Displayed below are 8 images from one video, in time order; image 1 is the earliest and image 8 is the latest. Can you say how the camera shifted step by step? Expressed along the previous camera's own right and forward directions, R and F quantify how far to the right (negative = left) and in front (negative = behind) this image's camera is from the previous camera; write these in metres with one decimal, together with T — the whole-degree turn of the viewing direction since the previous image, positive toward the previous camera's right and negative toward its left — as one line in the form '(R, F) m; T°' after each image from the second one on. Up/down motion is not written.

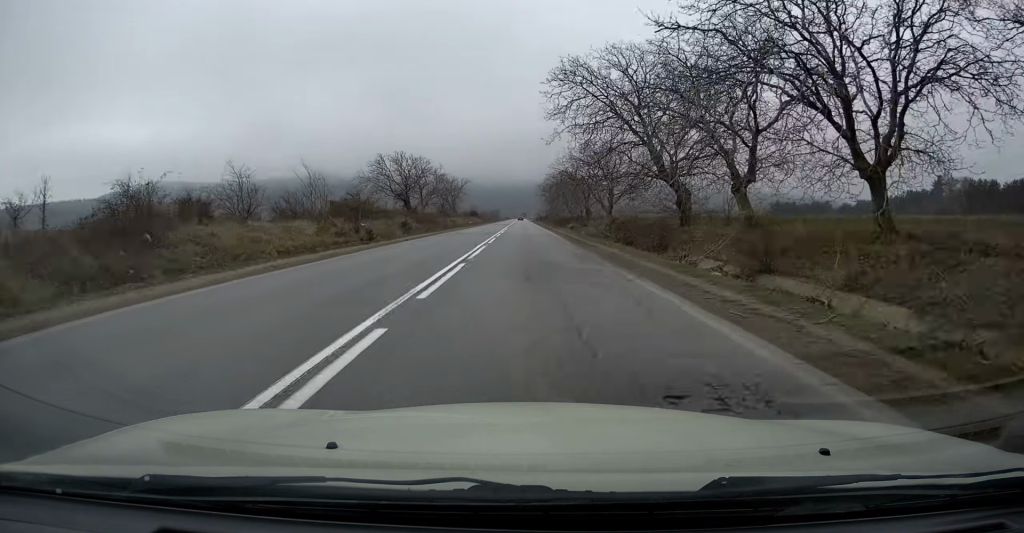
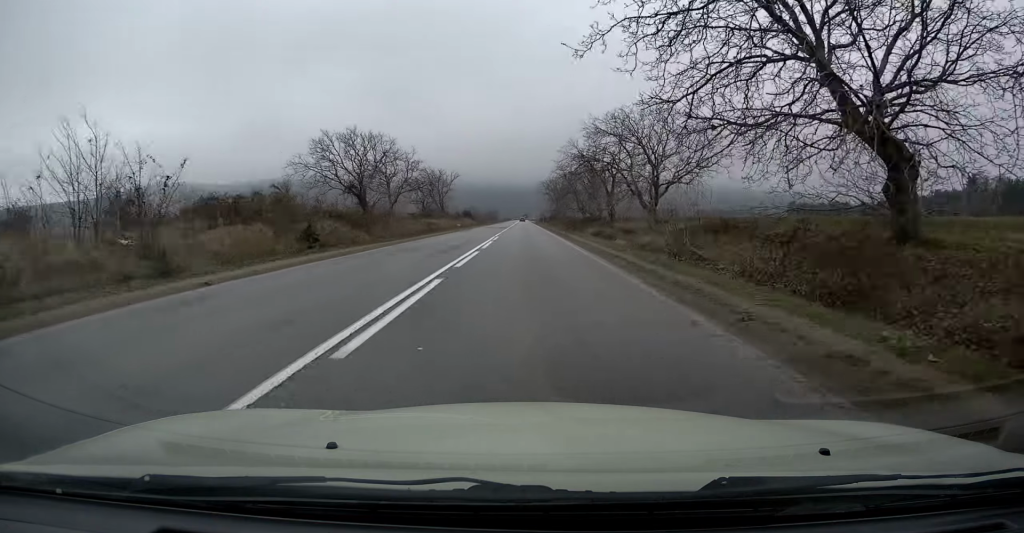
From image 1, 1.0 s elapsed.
(-0.1, +21.5) m; -1°
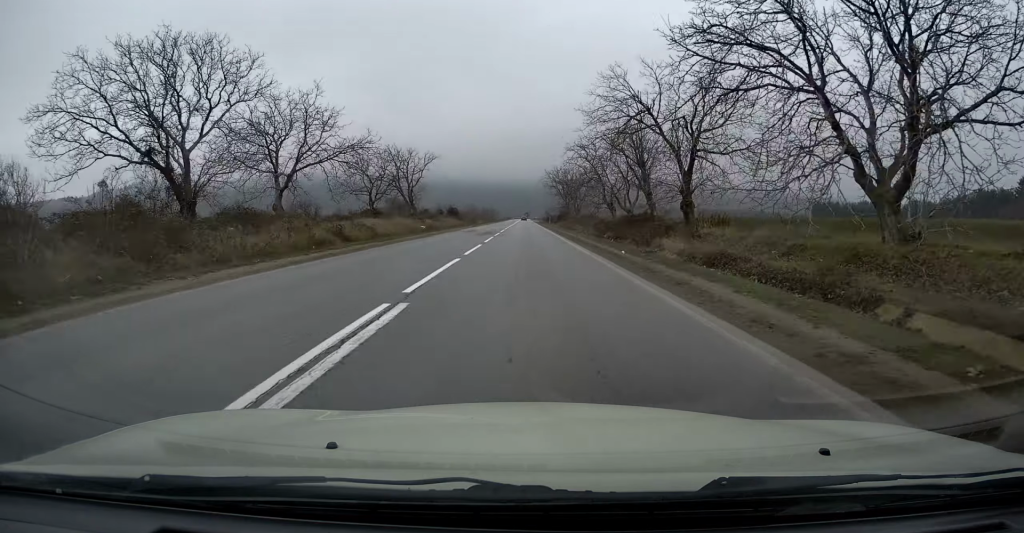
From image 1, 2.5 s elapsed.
(0.0, +29.9) m; +1°
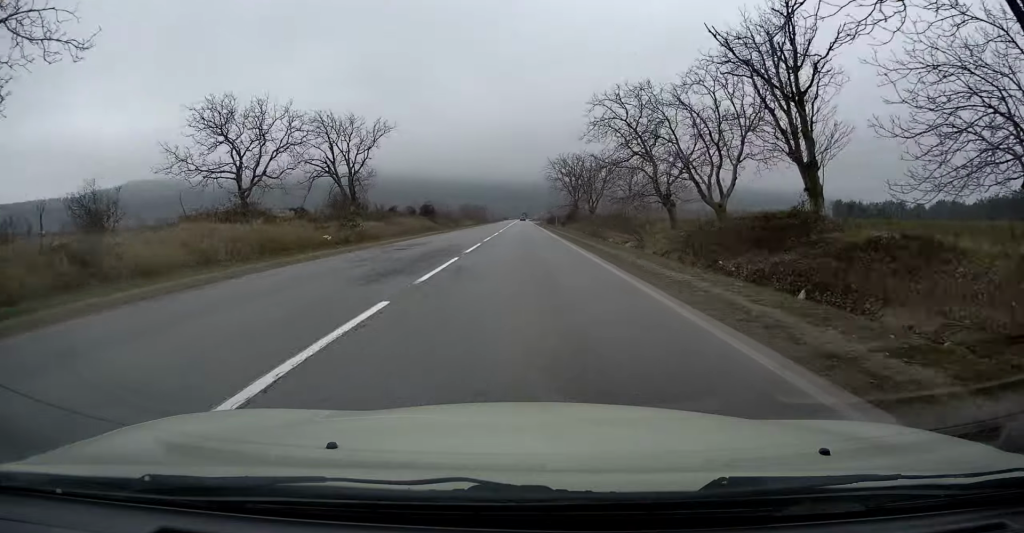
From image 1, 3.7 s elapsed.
(+0.2, +25.9) m; -1°
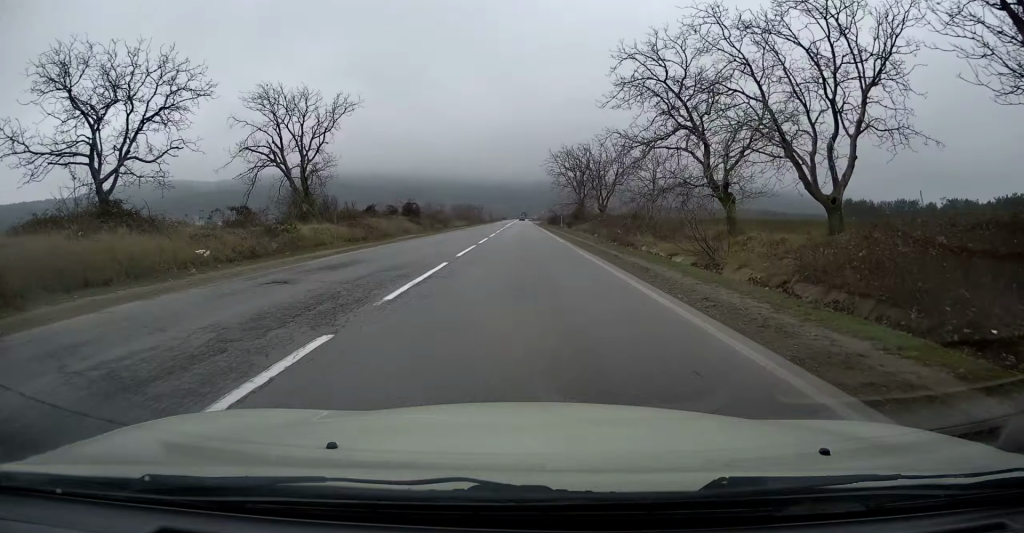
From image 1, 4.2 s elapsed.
(-0.1, +11.2) m; 0°
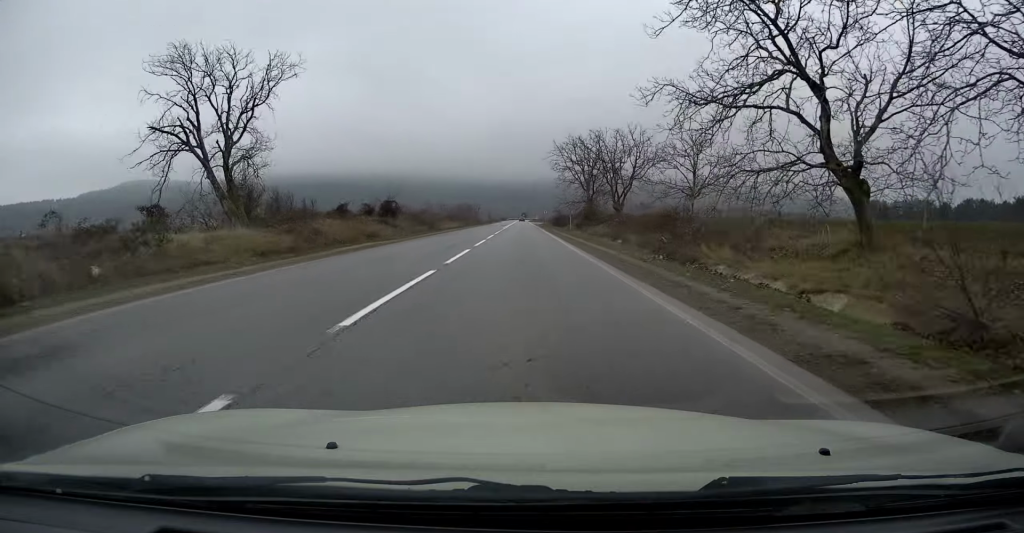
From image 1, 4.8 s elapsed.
(-0.2, +11.2) m; 0°
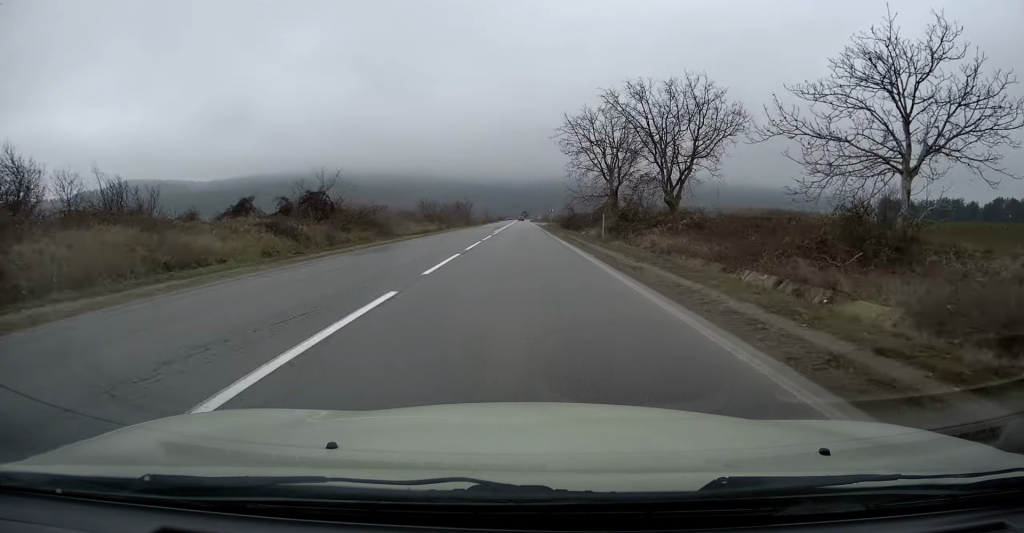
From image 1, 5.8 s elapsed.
(+0.4, +21.0) m; 0°
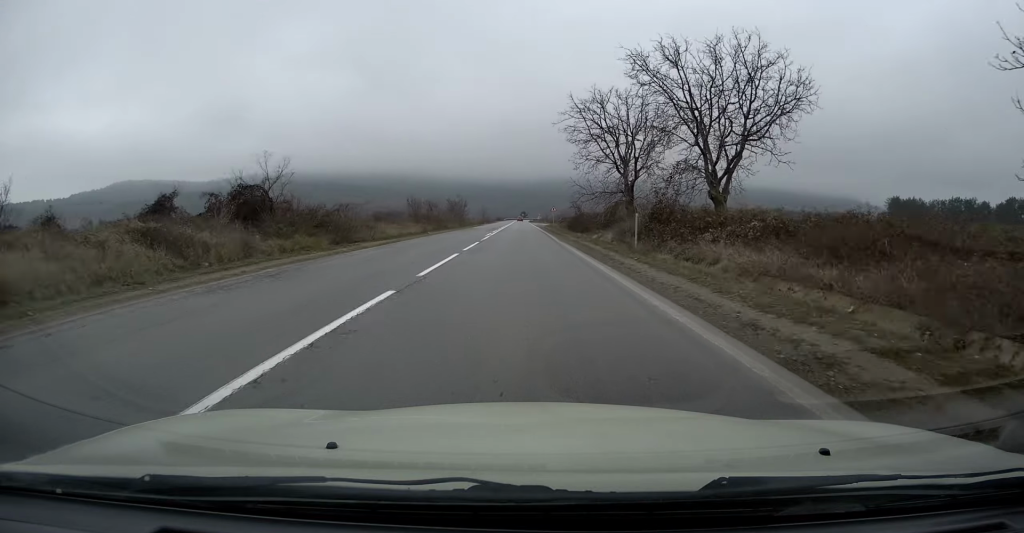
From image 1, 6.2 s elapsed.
(-0.1, +9.1) m; 0°
